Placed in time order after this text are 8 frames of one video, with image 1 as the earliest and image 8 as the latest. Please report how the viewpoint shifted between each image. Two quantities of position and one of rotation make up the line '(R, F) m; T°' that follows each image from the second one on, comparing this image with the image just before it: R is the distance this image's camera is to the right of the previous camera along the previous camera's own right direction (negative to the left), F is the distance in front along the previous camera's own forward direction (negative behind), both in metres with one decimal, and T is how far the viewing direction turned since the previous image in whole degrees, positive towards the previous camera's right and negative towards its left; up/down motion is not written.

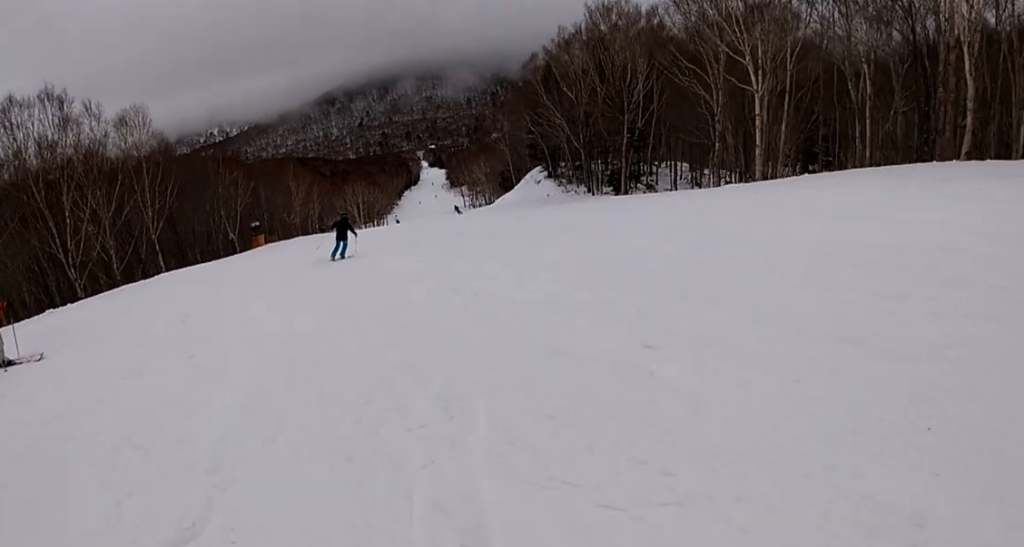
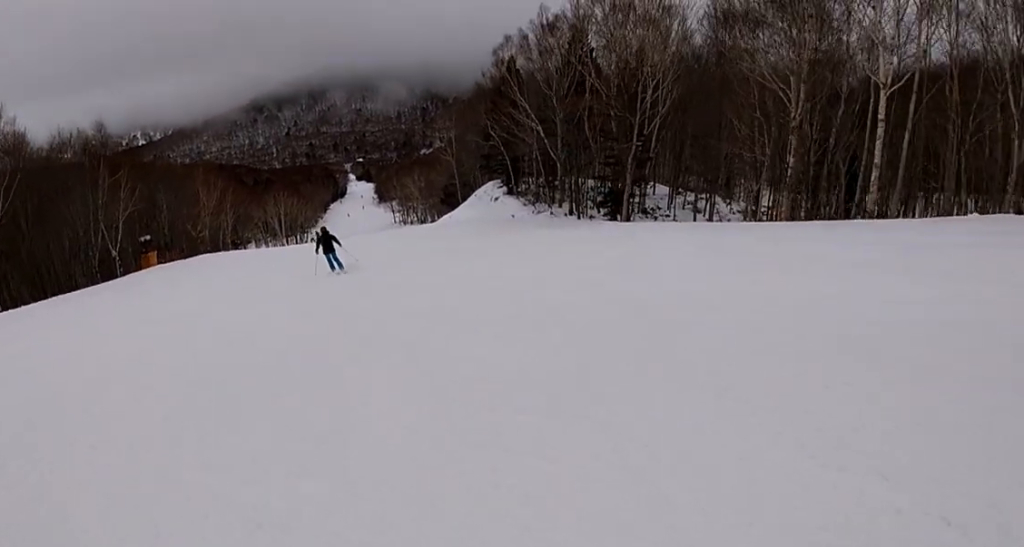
(+0.4, +13.1) m; +2°
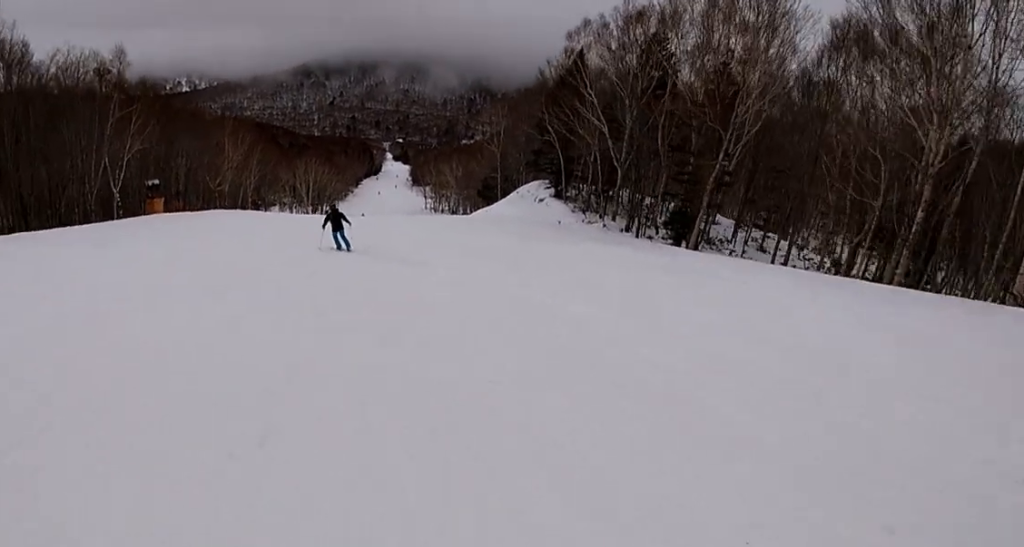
(+0.1, +5.1) m; -1°
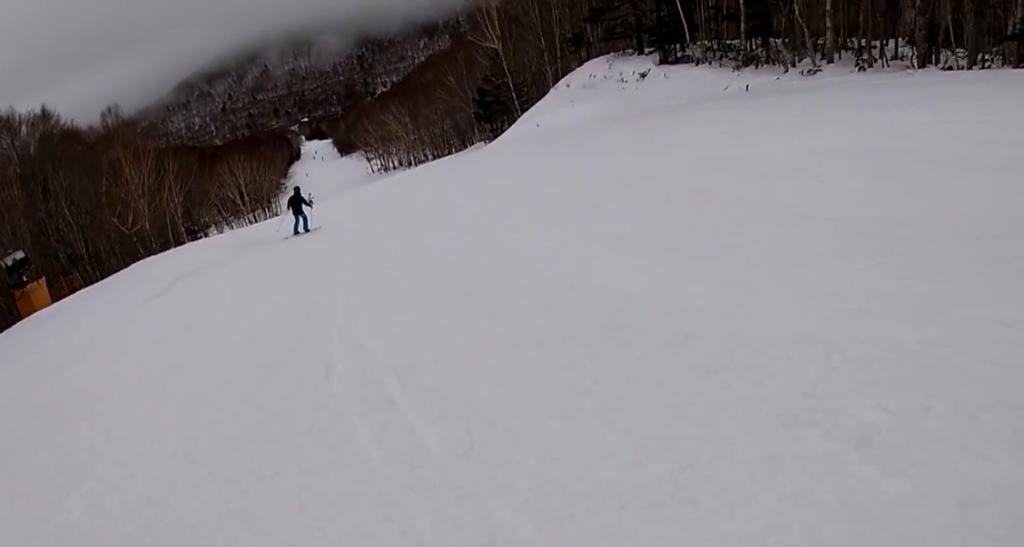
(+2.8, +22.3) m; +9°
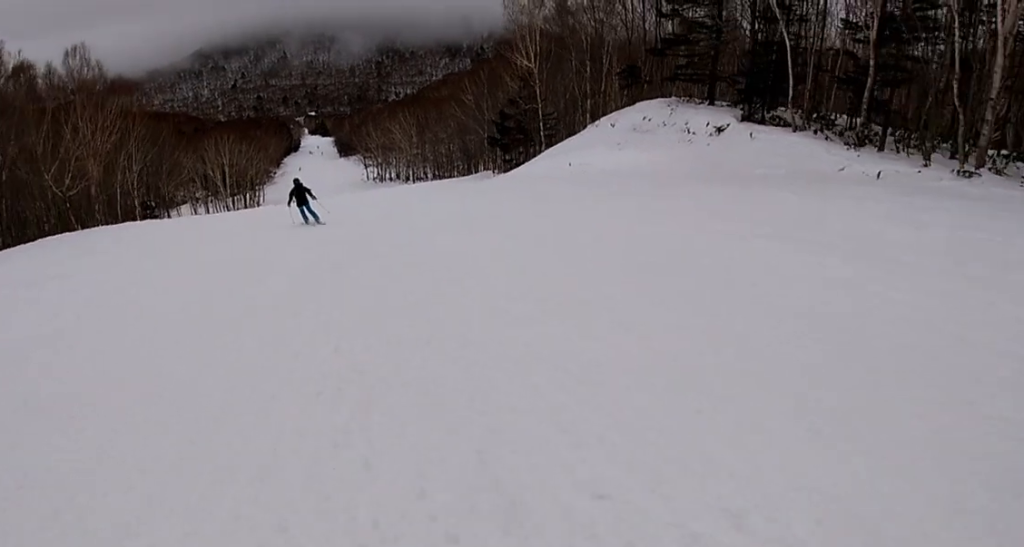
(-0.7, +7.8) m; -5°
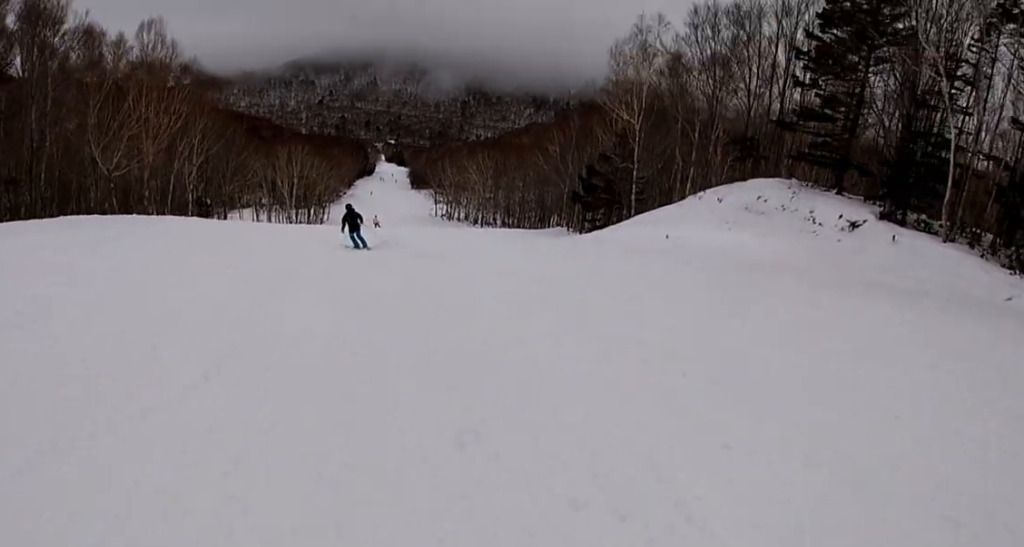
(-0.1, +4.0) m; 0°
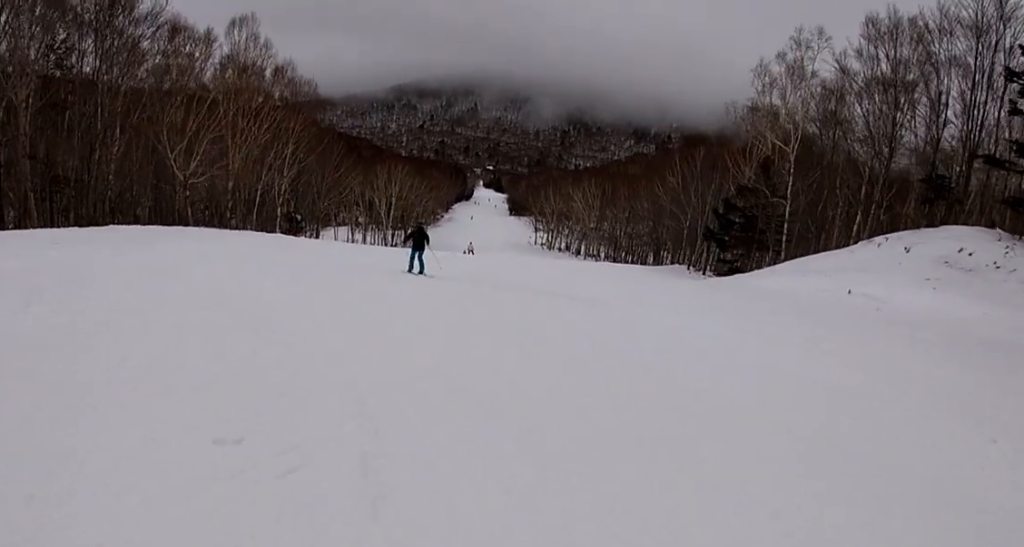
(0.0, +5.5) m; +3°
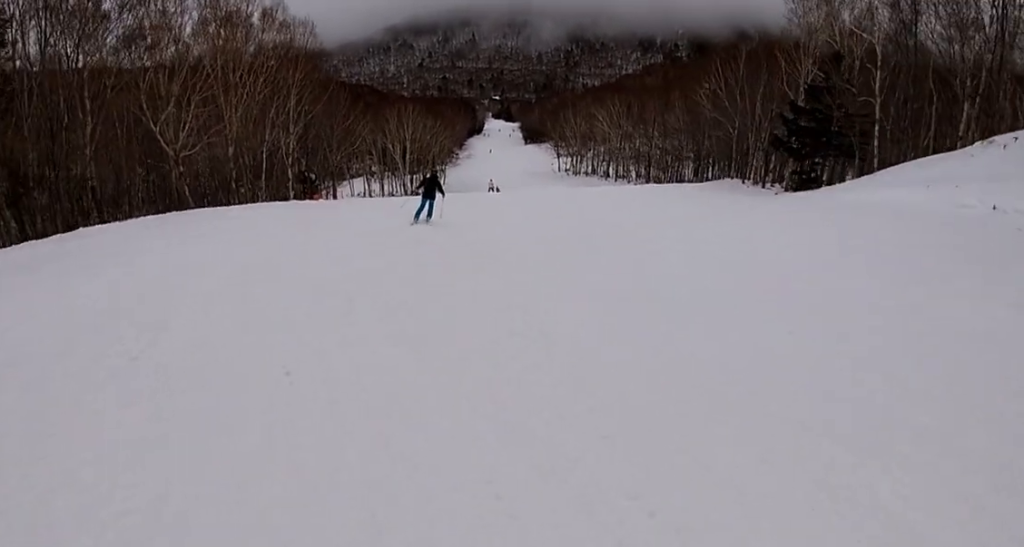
(-0.2, +5.2) m; +5°
